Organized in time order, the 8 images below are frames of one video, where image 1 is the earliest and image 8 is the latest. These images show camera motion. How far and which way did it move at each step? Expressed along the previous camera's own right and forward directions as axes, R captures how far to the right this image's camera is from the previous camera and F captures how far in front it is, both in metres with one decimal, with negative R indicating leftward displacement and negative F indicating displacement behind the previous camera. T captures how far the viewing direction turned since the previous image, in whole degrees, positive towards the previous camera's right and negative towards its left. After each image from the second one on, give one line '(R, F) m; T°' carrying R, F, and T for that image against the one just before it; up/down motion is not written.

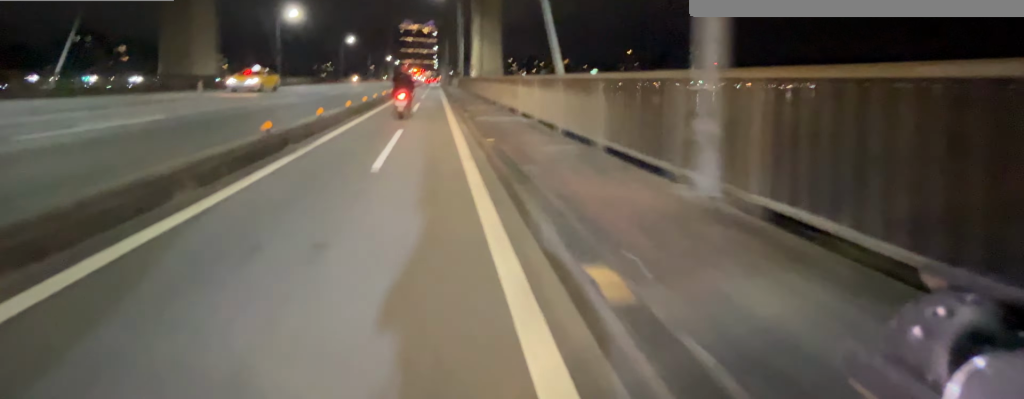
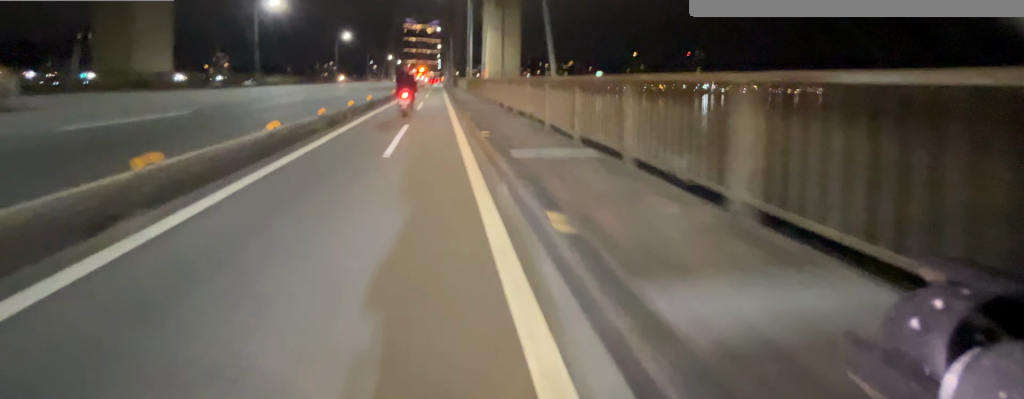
(-0.1, +8.5) m; 0°
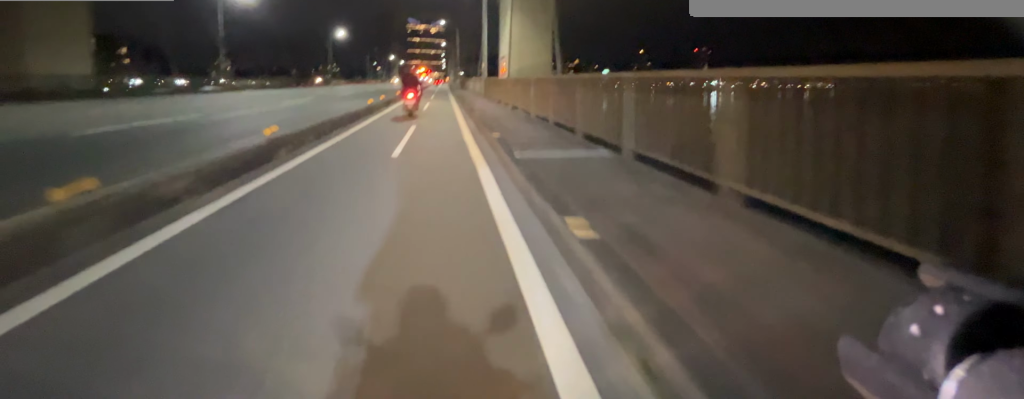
(+0.1, +9.9) m; +1°
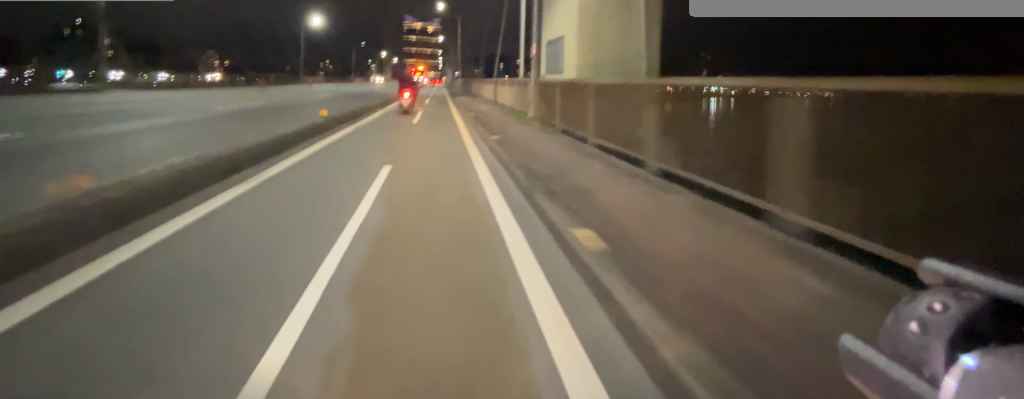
(+0.2, +17.4) m; 0°
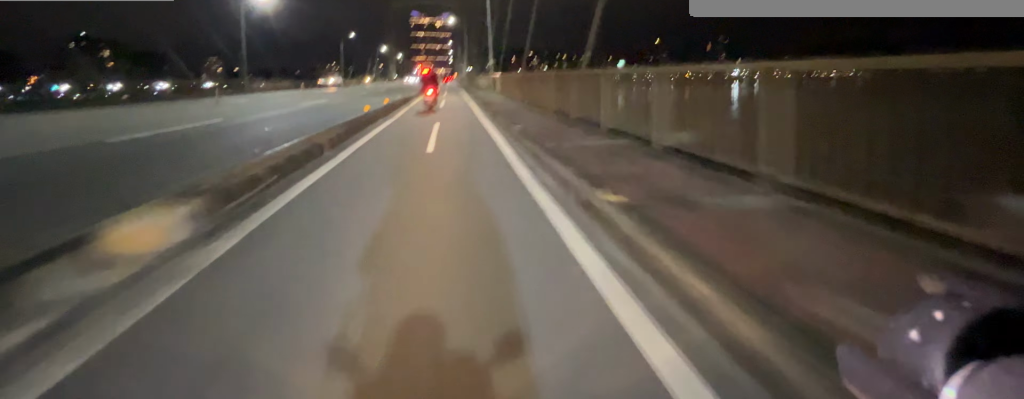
(-0.1, +28.9) m; +1°
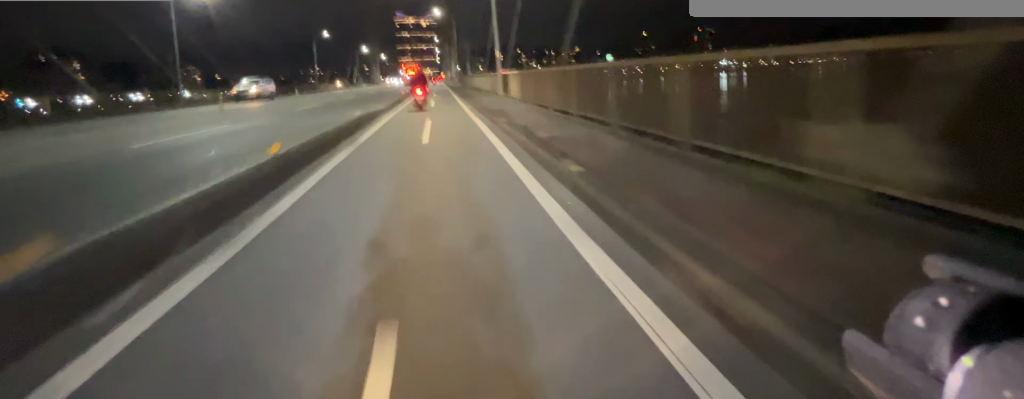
(+0.1, +9.8) m; +1°
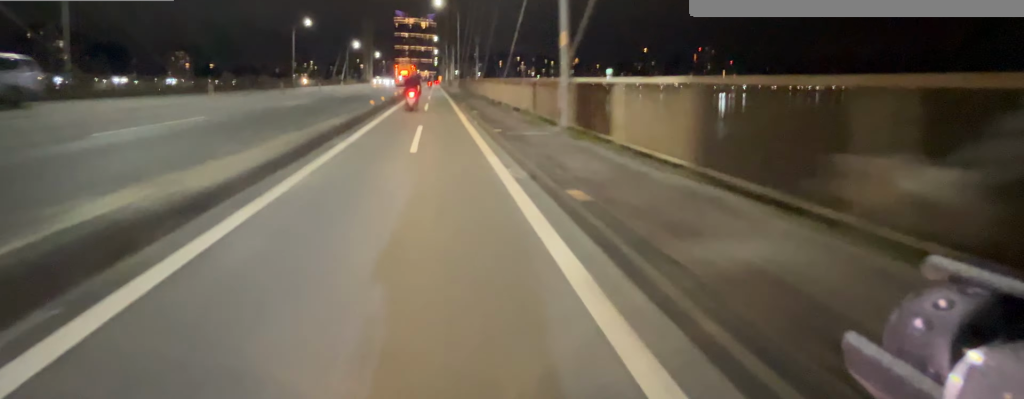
(+0.1, +11.4) m; 0°
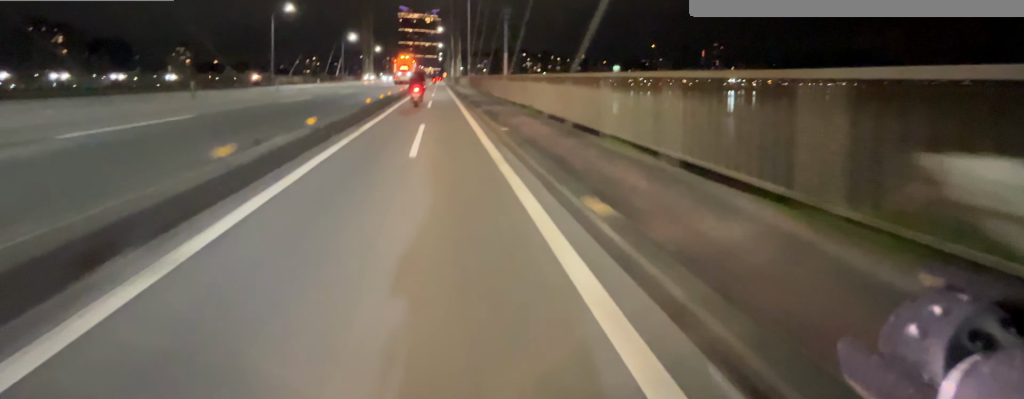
(0.0, +11.2) m; 0°
